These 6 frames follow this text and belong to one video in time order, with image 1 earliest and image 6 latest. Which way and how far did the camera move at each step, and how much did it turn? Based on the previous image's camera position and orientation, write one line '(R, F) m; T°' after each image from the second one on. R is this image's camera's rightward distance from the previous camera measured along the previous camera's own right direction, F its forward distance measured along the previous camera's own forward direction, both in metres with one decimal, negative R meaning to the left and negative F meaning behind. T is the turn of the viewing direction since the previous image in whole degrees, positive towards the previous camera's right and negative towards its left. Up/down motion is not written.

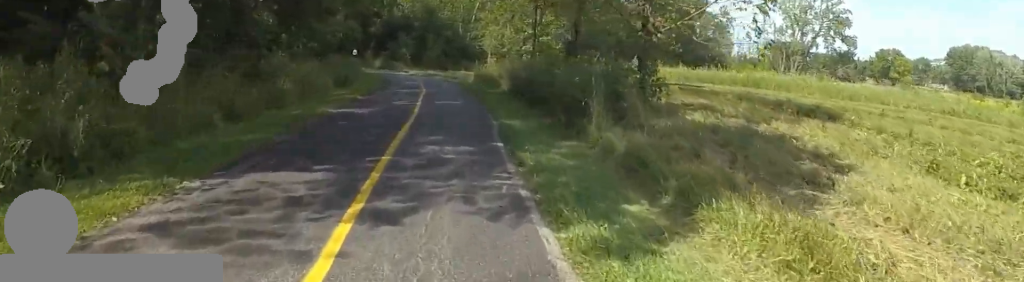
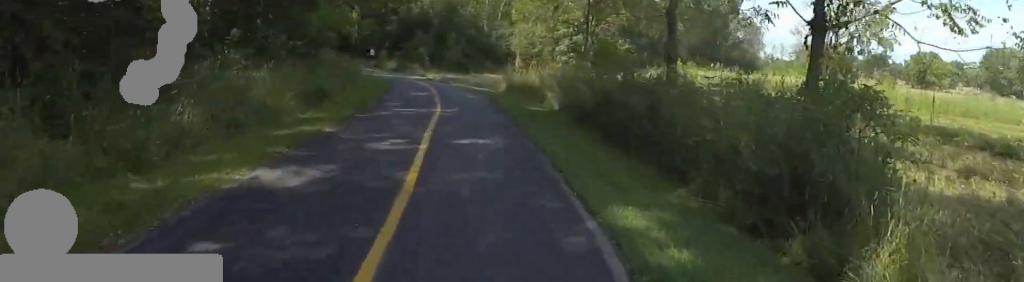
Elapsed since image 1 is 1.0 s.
(0.0, +6.3) m; 0°
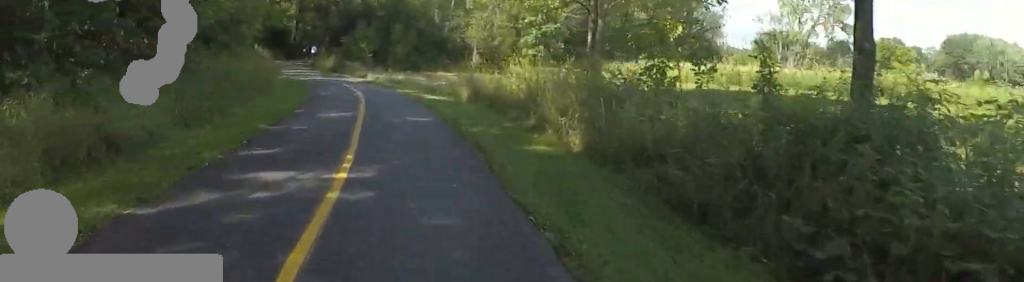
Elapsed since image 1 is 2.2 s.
(0.0, +7.2) m; 0°
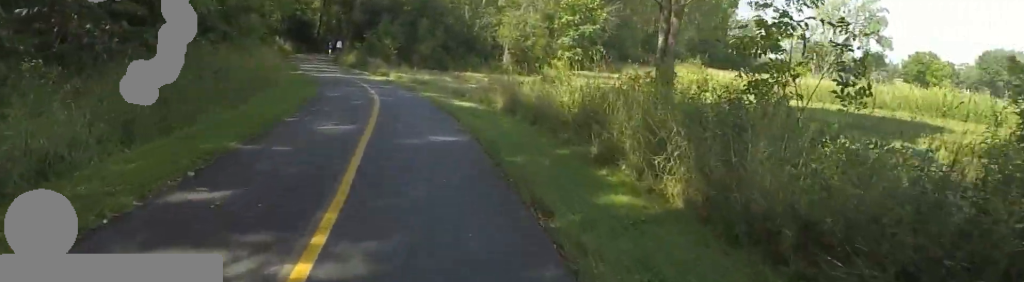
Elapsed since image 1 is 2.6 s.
(0.0, +2.7) m; 0°
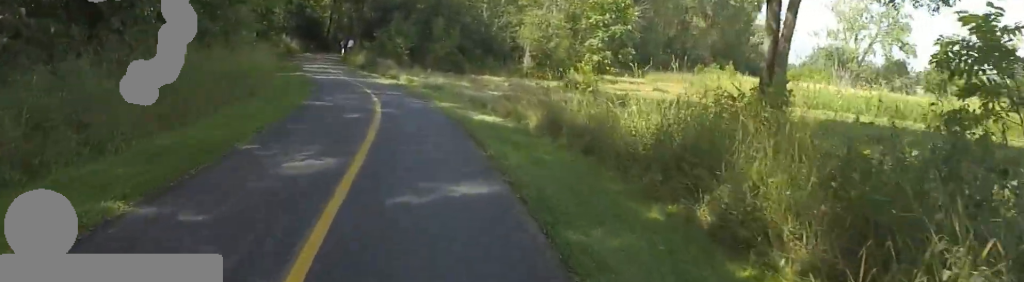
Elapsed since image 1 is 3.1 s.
(0.0, +3.1) m; 0°
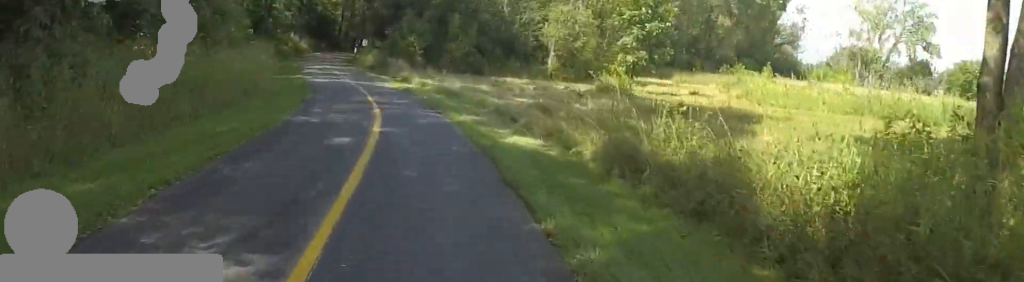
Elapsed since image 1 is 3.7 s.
(0.0, +3.3) m; -1°
